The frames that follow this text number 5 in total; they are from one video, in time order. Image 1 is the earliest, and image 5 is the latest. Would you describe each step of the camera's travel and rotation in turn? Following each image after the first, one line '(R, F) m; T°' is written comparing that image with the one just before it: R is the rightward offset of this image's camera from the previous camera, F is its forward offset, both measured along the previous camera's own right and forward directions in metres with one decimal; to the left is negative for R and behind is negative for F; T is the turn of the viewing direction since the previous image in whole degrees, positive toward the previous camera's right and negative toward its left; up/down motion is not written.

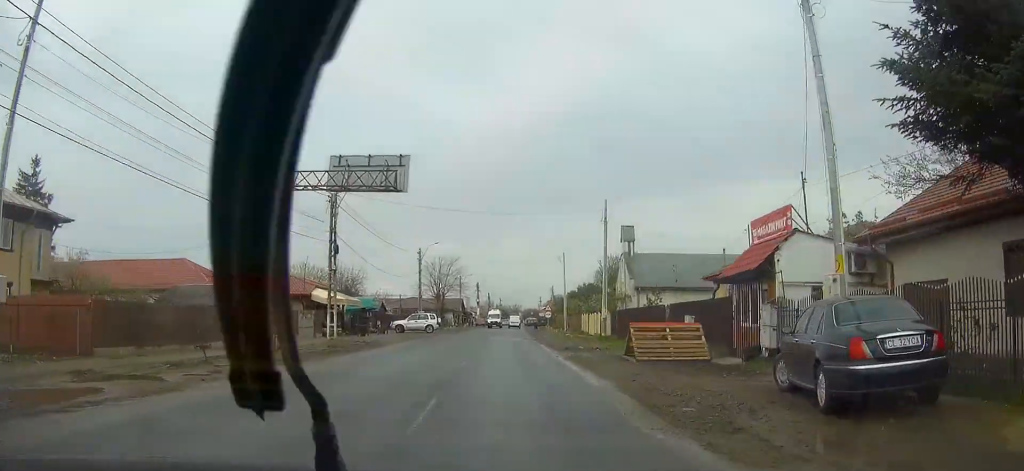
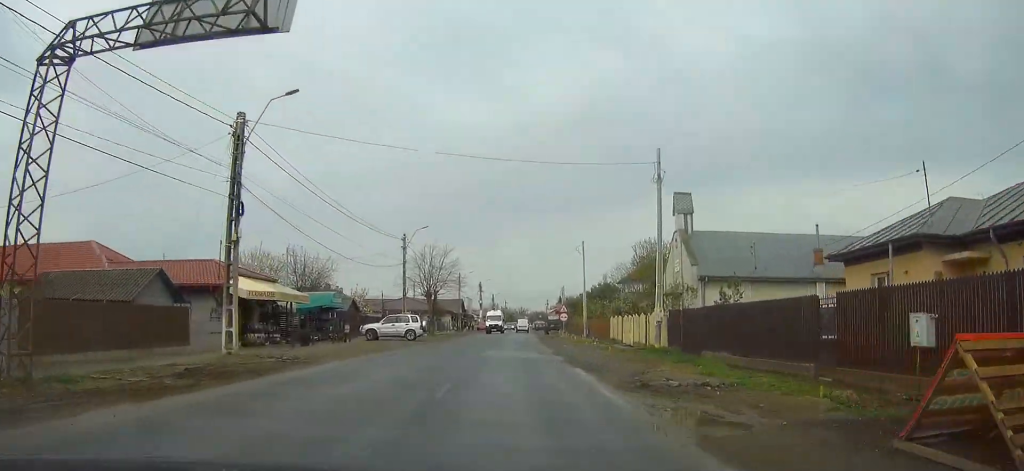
(0.0, +14.7) m; 0°
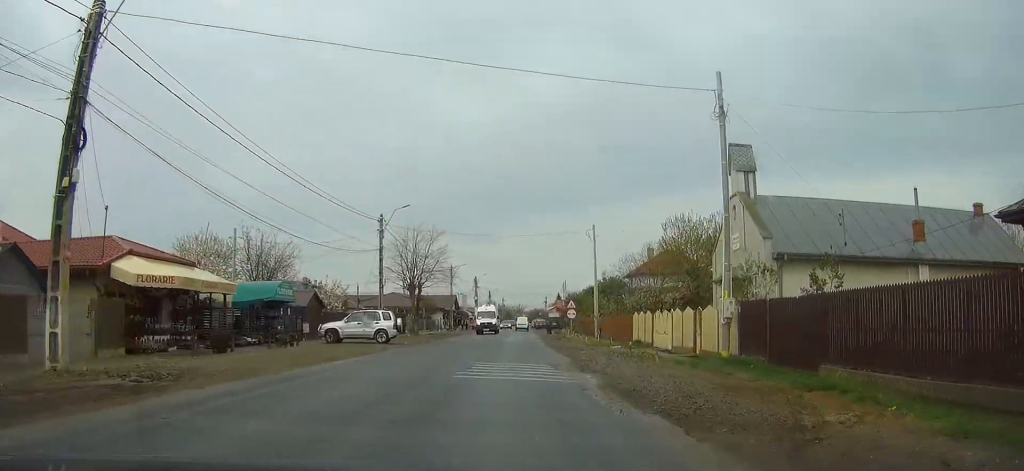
(0.0, +9.8) m; 0°
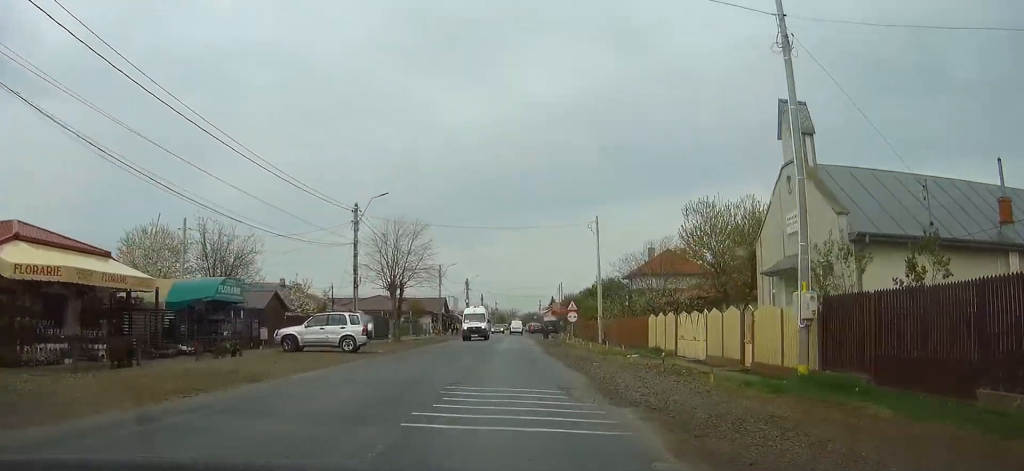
(0.0, +6.1) m; 0°
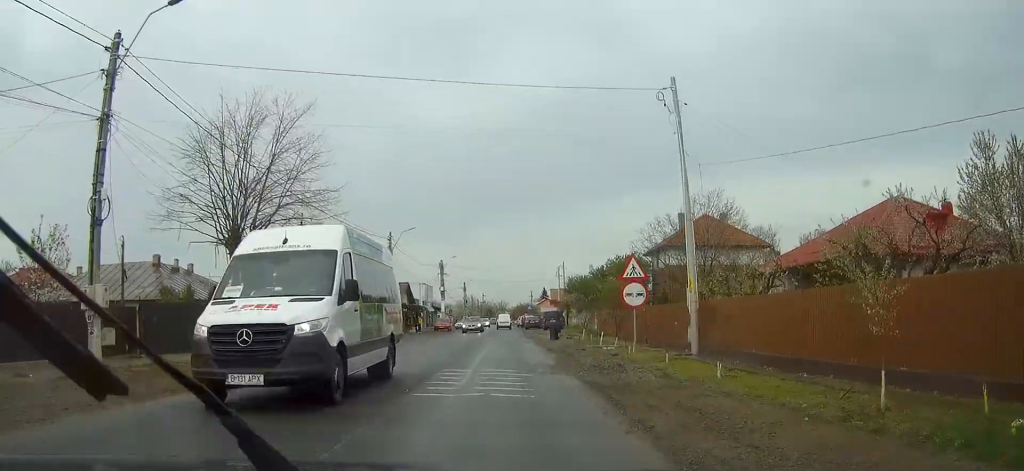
(-0.1, +27.3) m; -1°
